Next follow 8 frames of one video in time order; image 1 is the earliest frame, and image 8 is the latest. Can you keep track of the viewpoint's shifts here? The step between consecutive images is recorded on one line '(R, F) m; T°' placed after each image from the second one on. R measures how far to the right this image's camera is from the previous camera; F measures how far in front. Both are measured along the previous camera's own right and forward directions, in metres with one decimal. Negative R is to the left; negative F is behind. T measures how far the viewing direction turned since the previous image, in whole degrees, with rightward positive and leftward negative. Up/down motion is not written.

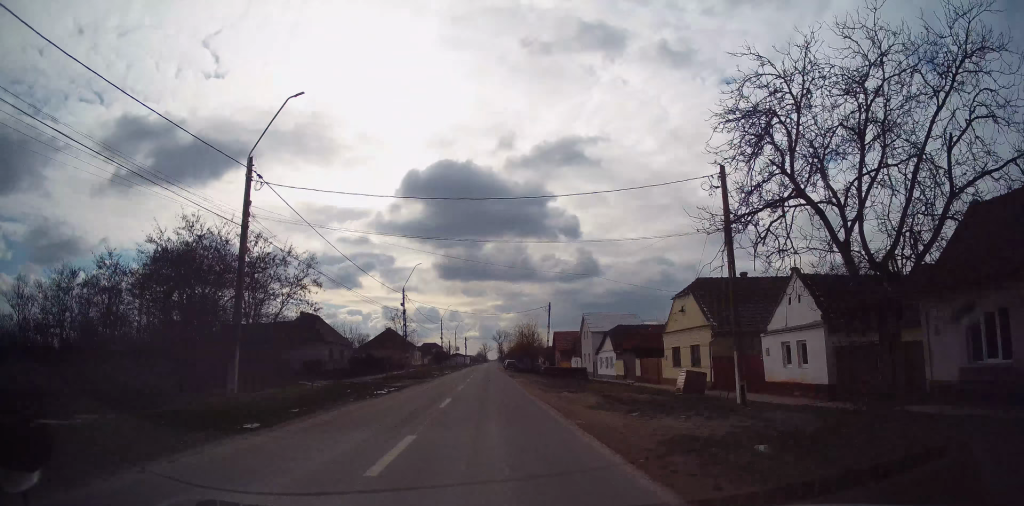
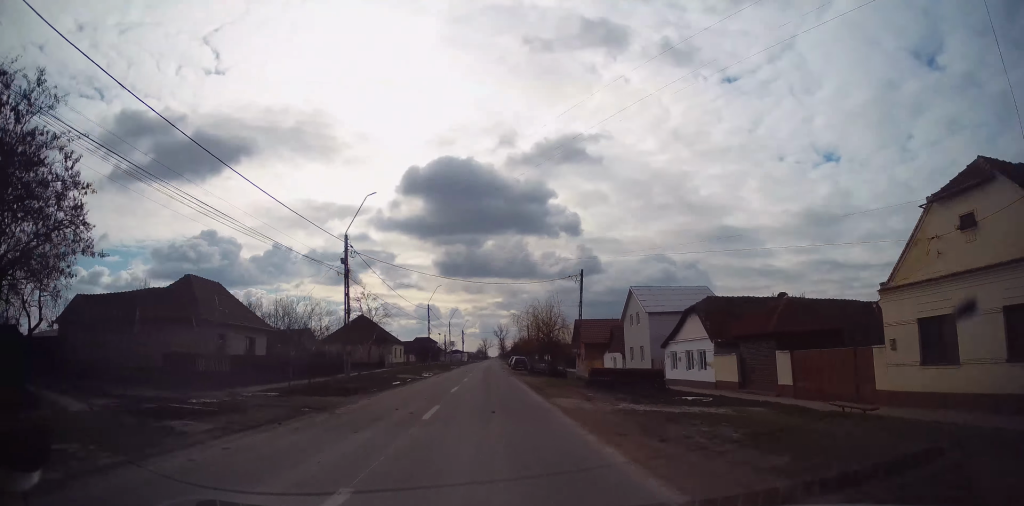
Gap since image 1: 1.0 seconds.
(+0.3, +21.5) m; 0°
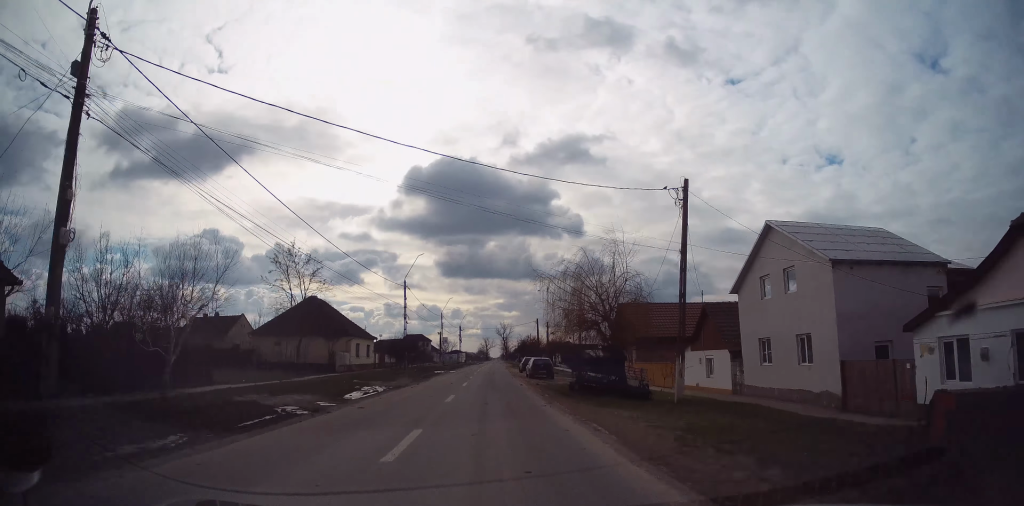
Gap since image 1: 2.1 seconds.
(-0.3, +21.8) m; -1°
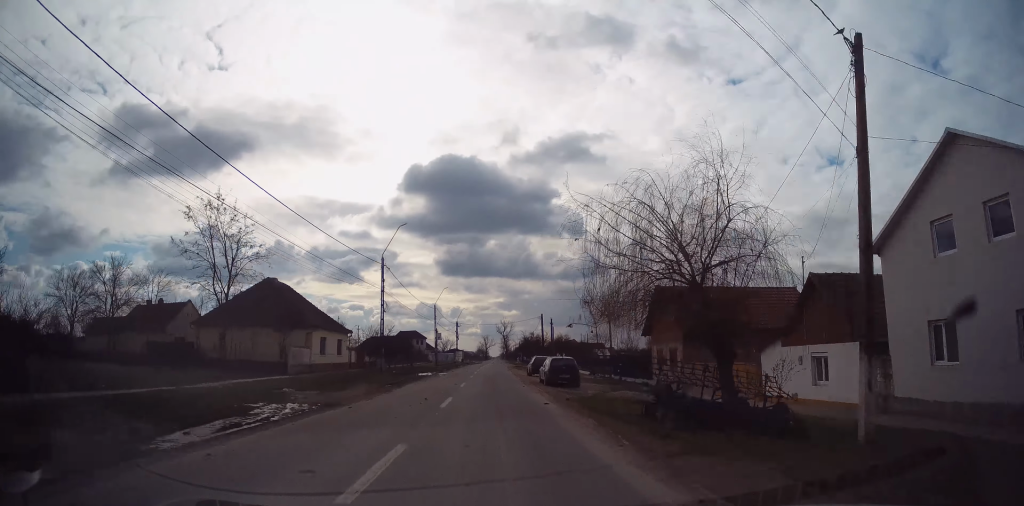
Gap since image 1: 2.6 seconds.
(0.0, +10.5) m; 0°
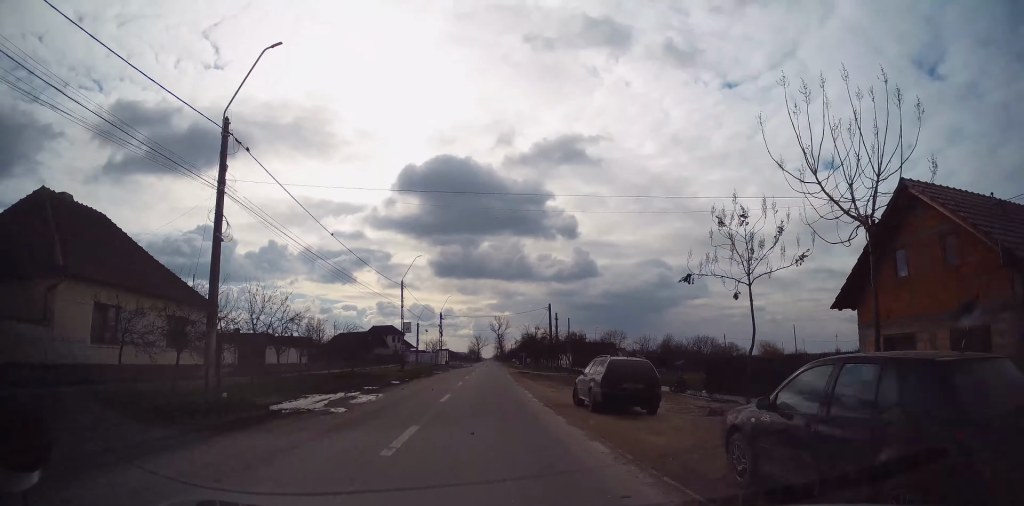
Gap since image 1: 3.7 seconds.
(+0.2, +23.9) m; +2°
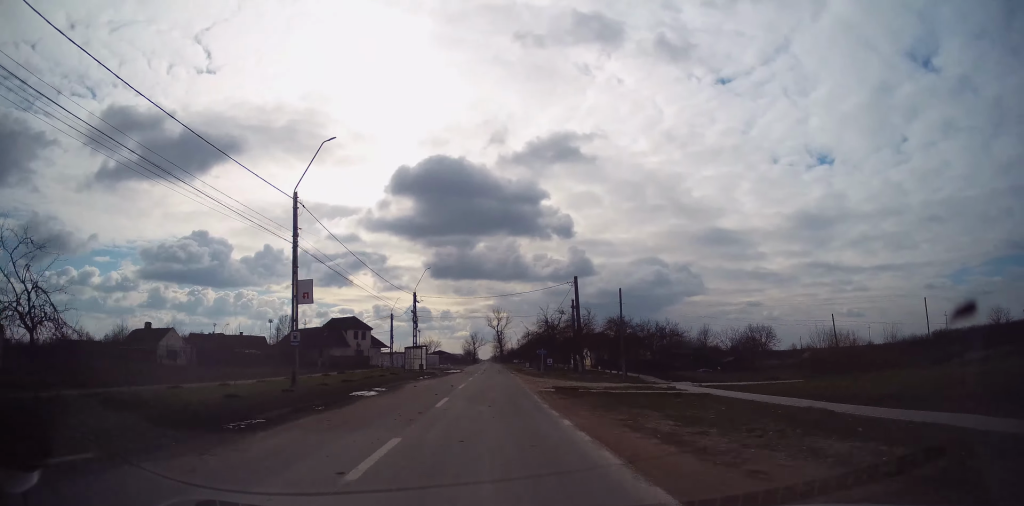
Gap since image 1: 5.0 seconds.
(+0.5, +27.9) m; +1°
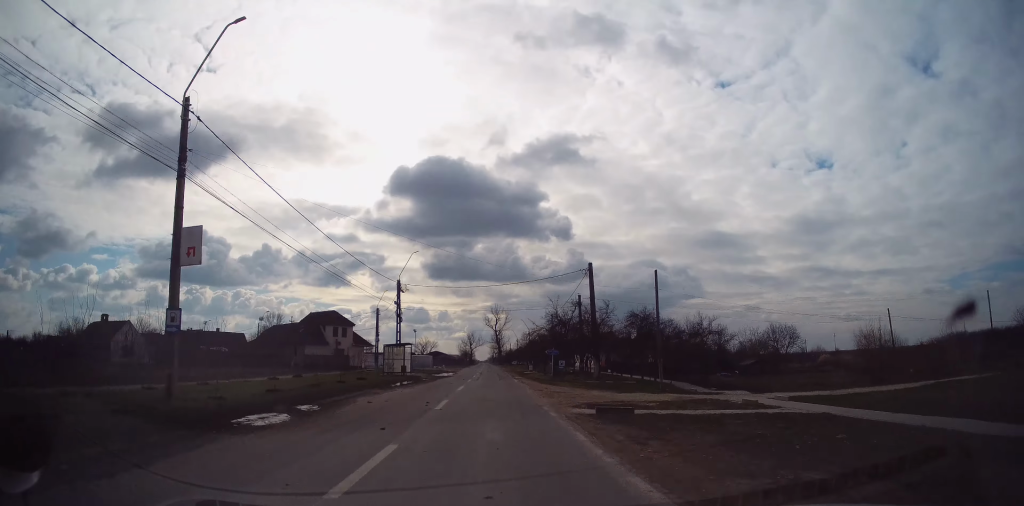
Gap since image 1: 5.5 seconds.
(-0.1, +9.1) m; 0°
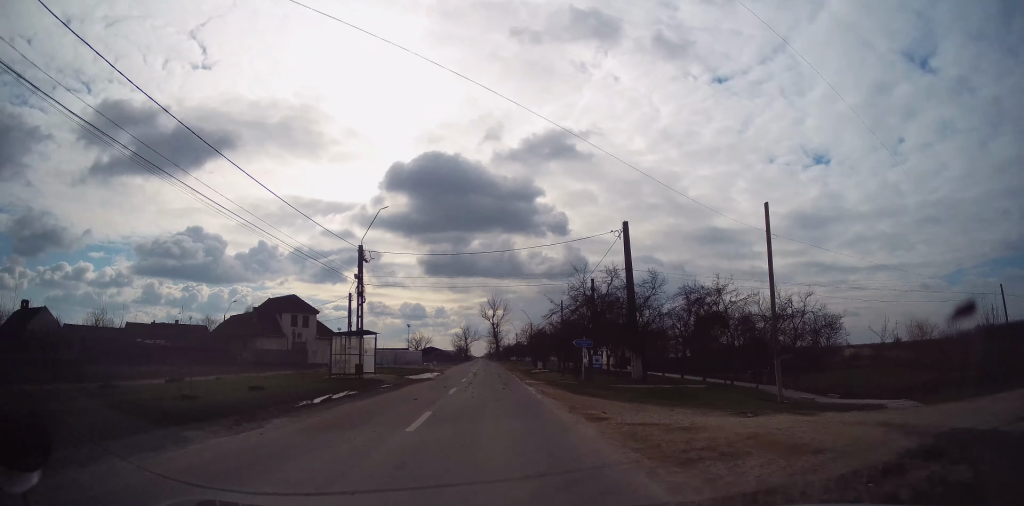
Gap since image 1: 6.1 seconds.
(-0.1, +13.3) m; -1°
